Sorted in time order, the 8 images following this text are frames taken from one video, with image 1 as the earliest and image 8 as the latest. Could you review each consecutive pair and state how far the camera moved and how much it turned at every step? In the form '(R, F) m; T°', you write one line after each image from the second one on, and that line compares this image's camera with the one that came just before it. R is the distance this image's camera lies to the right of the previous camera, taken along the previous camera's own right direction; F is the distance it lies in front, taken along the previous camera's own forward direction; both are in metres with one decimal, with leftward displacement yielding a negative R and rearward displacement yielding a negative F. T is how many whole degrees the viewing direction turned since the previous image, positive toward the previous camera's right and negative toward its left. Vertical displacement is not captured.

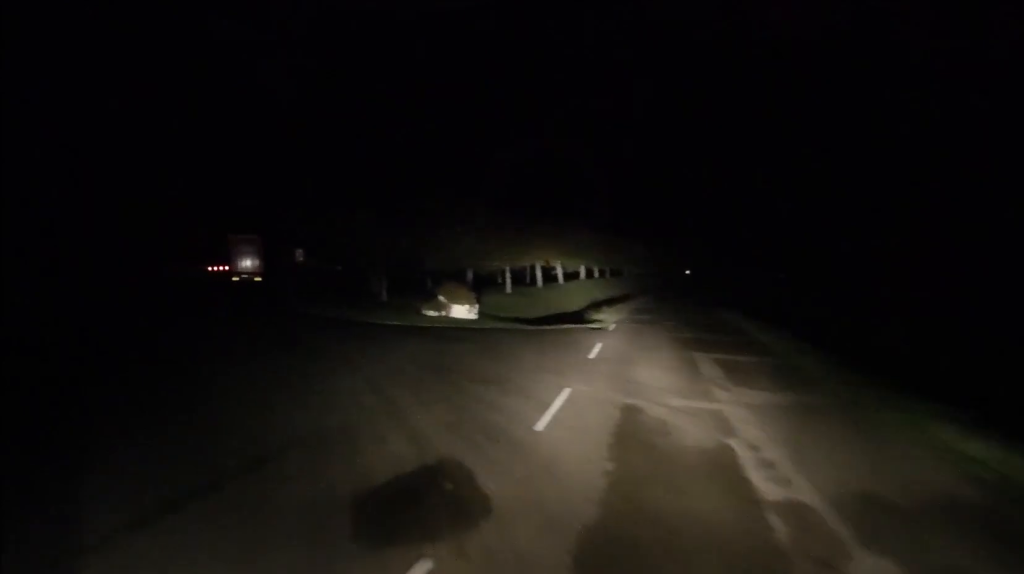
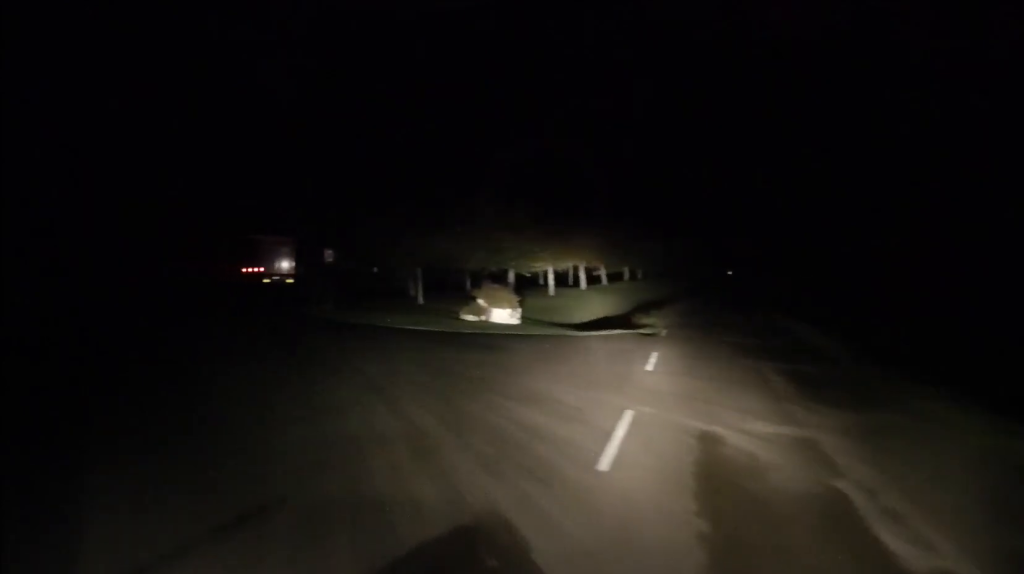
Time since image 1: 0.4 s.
(+0.3, +1.8) m; -5°
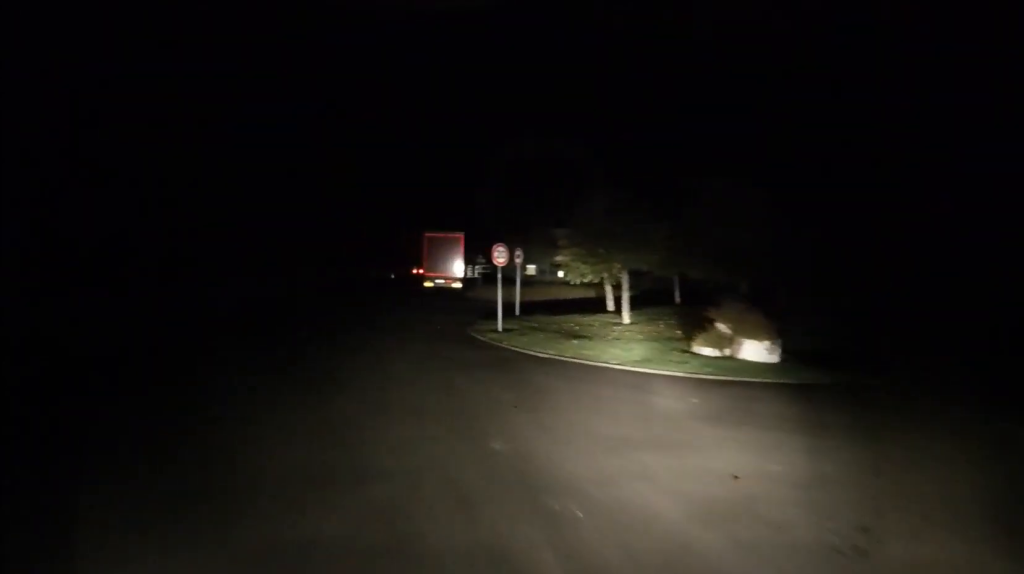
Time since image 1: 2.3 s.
(-2.8, +7.4) m; -28°
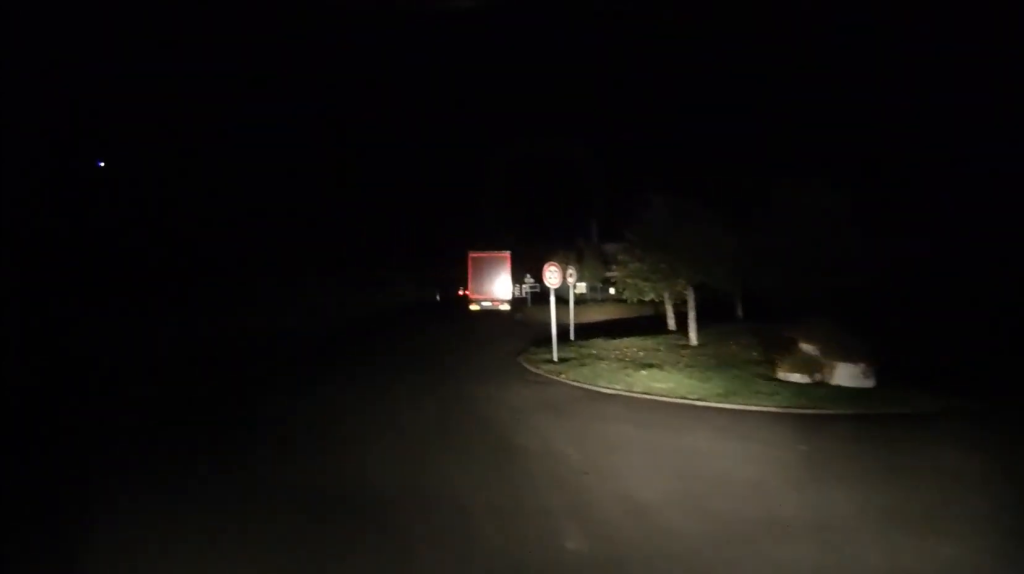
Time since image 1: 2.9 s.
(-0.1, +2.4) m; -1°
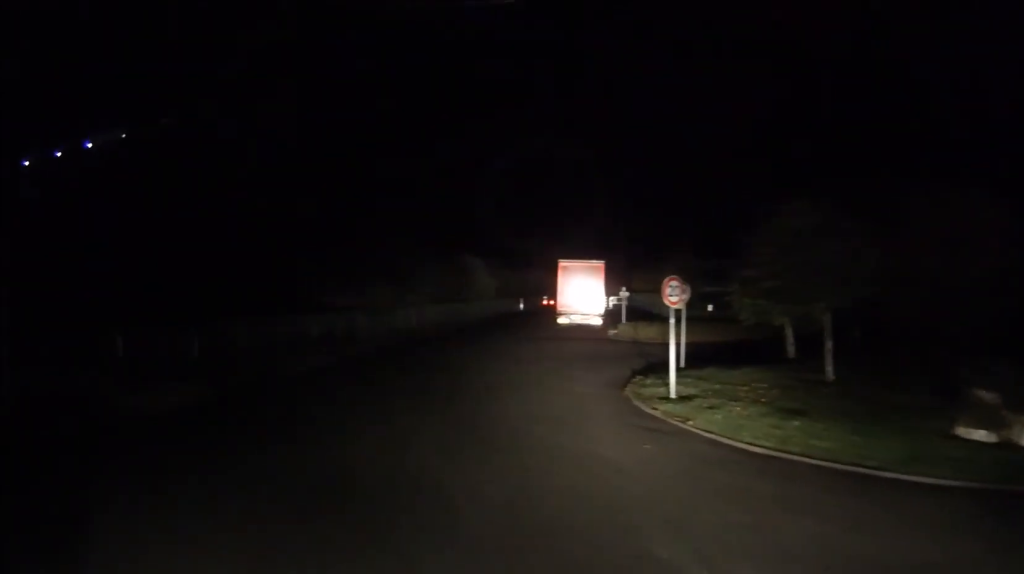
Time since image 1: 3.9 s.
(+0.2, +3.4) m; -5°
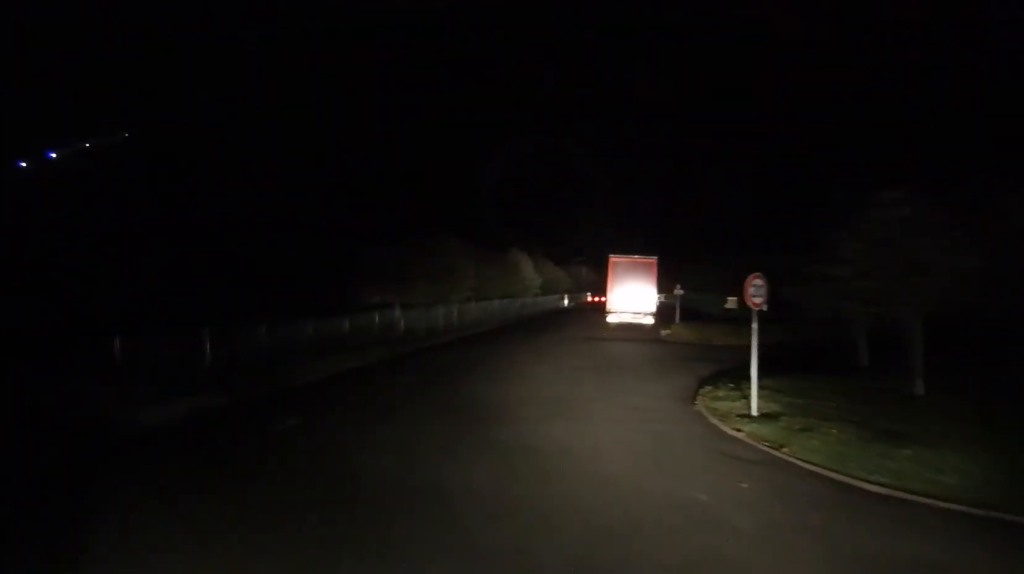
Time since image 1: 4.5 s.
(-0.5, +2.0) m; 0°
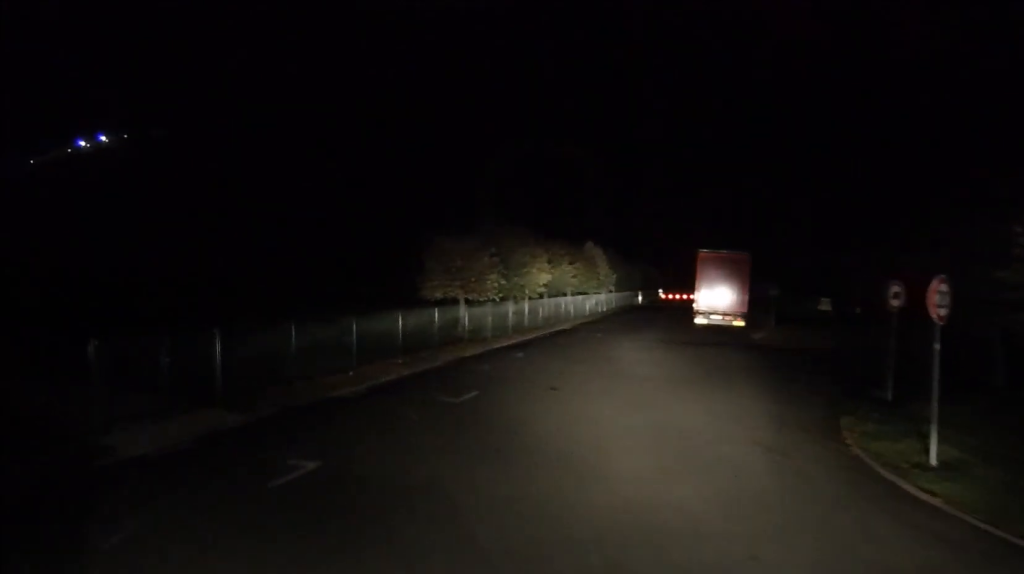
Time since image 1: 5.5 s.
(+0.5, +3.4) m; +1°
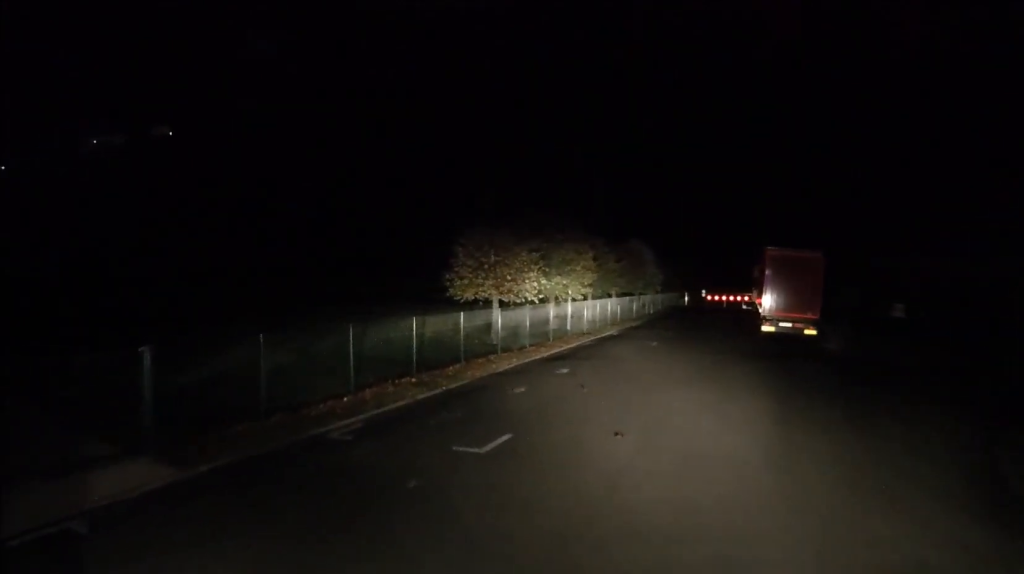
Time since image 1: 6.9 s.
(-0.8, +3.9) m; -15°
